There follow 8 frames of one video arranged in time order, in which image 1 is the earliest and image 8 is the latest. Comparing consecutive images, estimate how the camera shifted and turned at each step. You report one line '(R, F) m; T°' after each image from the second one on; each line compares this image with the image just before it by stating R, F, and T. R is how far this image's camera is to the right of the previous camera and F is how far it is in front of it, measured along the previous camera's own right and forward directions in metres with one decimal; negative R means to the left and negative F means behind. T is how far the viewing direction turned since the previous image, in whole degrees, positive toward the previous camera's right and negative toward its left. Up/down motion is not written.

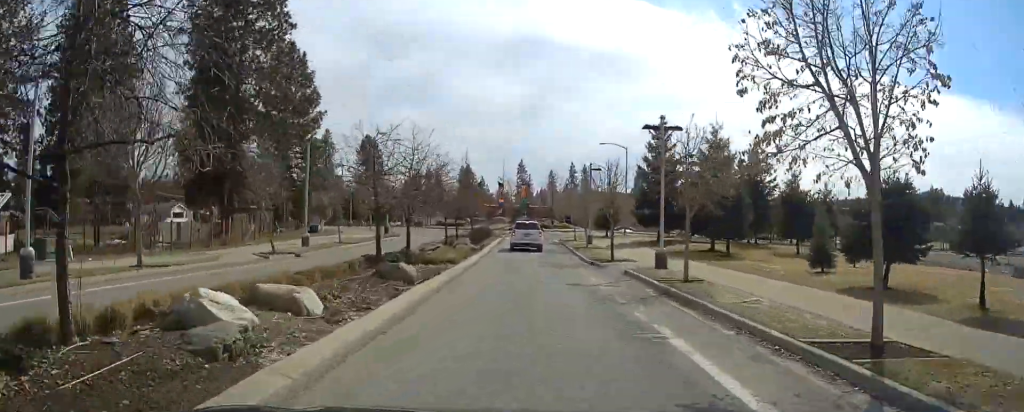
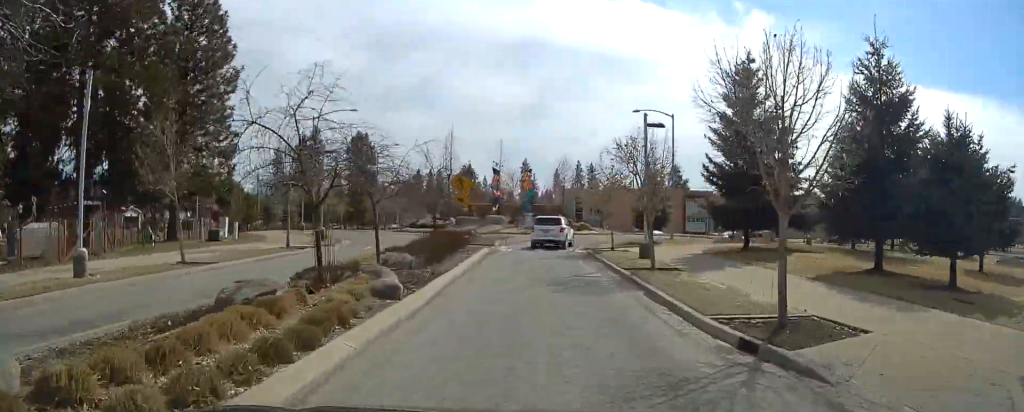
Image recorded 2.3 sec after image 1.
(-0.3, +19.1) m; -2°
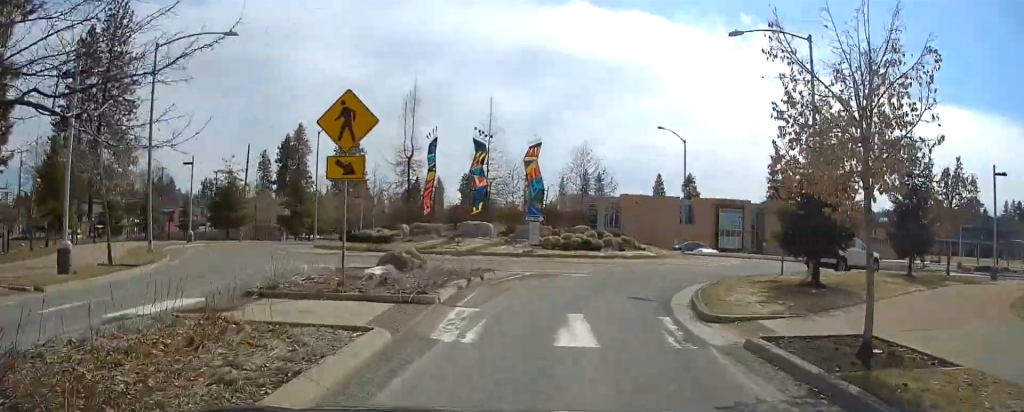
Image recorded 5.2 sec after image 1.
(+0.1, +22.0) m; +8°
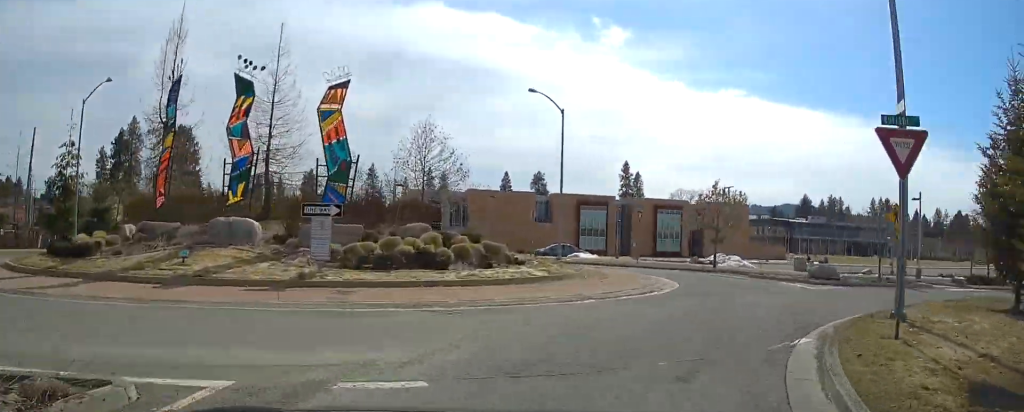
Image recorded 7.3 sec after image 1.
(+1.8, +13.5) m; +23°
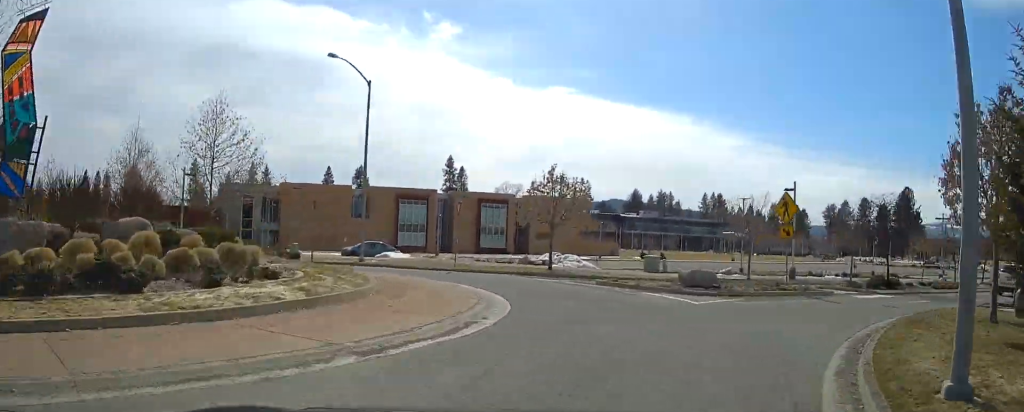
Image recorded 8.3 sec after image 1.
(+1.6, +6.6) m; +15°
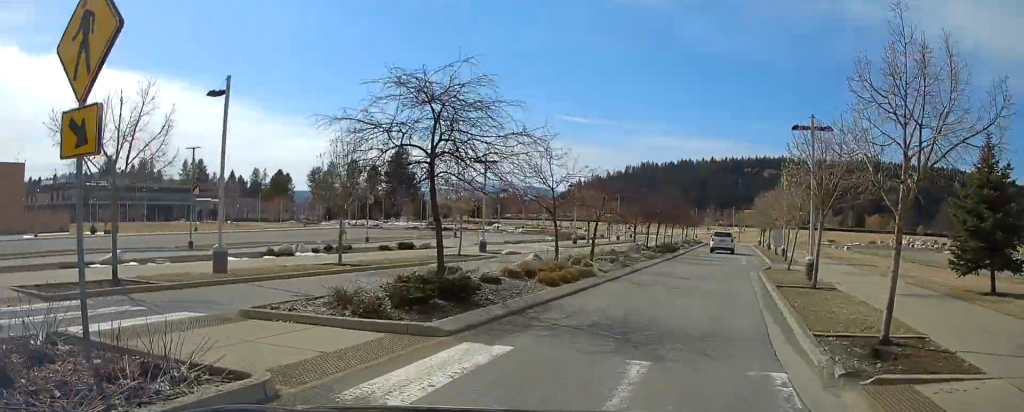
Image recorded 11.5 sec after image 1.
(+7.2, +19.8) m; +36°
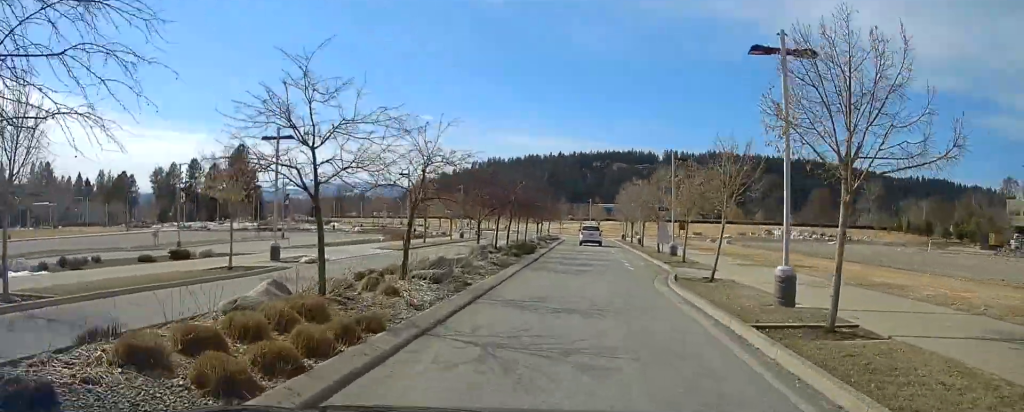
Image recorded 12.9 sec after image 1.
(+1.3, +10.7) m; +6°
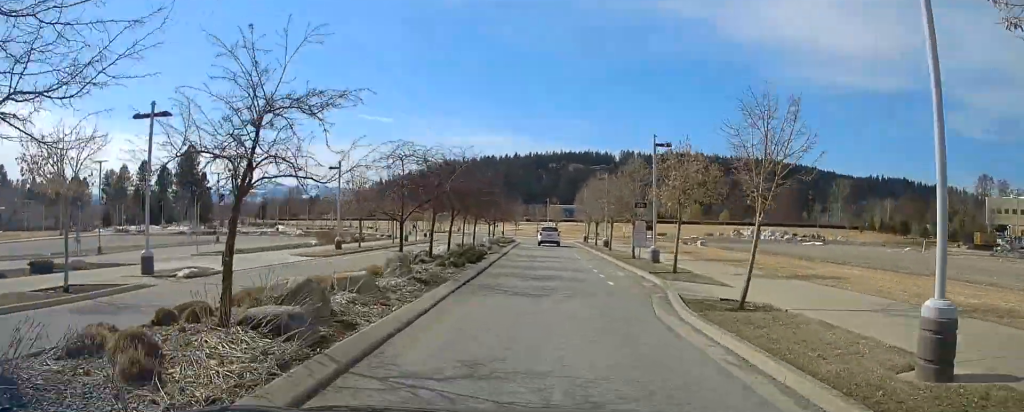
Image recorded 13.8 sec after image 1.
(+0.2, +7.0) m; +3°
